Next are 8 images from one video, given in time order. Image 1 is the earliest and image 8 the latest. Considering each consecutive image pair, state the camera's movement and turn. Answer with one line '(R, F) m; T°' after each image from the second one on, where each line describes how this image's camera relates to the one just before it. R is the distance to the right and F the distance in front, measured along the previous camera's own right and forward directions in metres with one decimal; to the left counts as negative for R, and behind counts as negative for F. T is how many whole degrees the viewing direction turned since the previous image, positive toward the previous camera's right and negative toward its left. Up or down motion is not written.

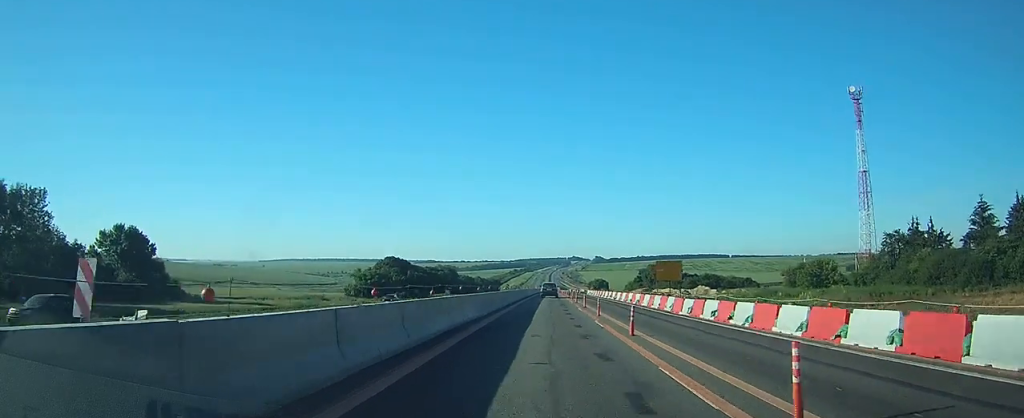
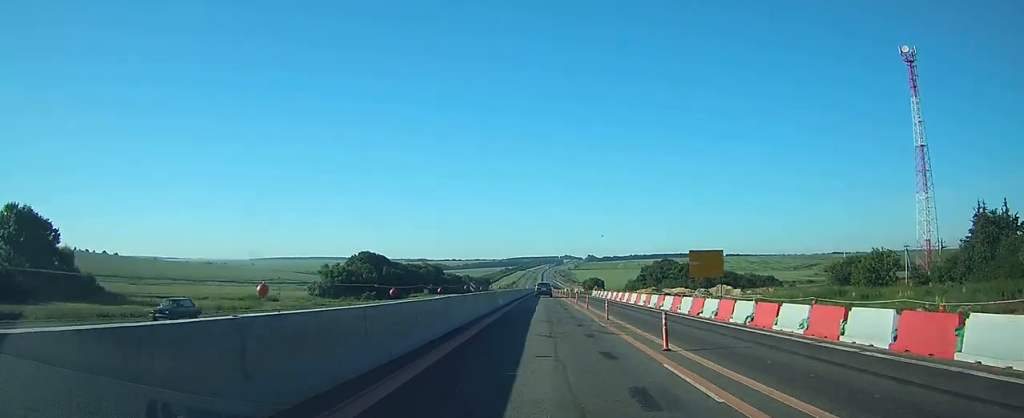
(+0.2, +23.3) m; +1°
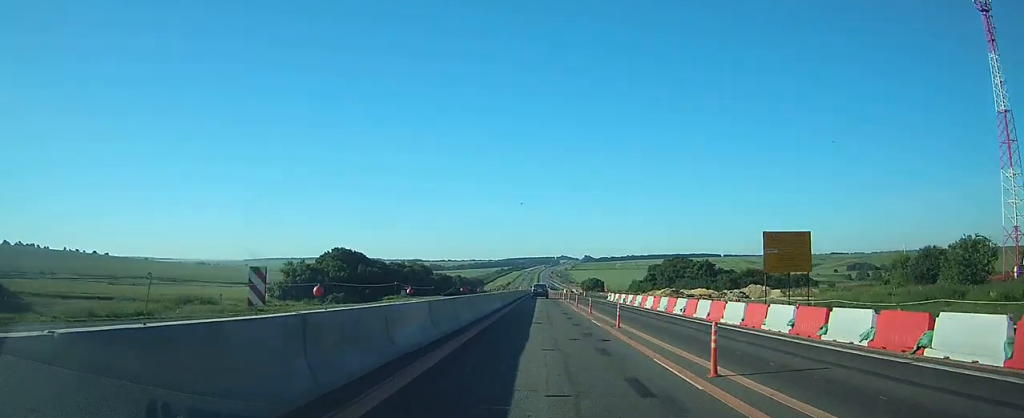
(+0.2, +22.8) m; +1°
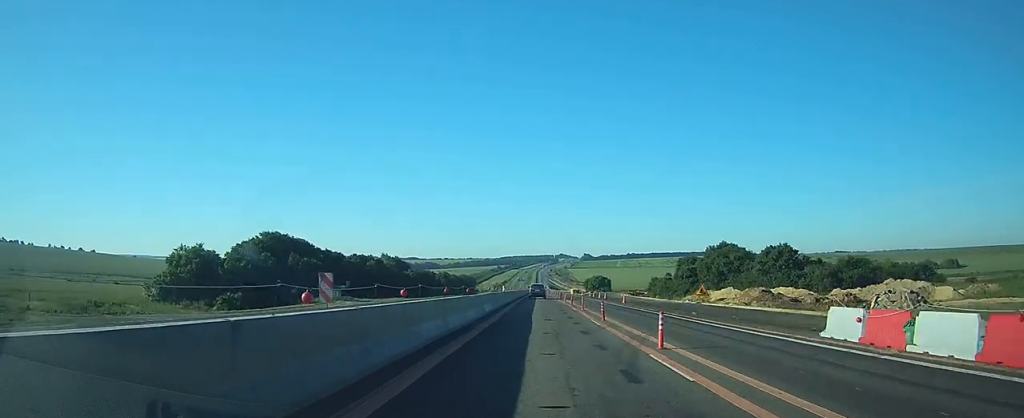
(+0.2, +46.6) m; 0°
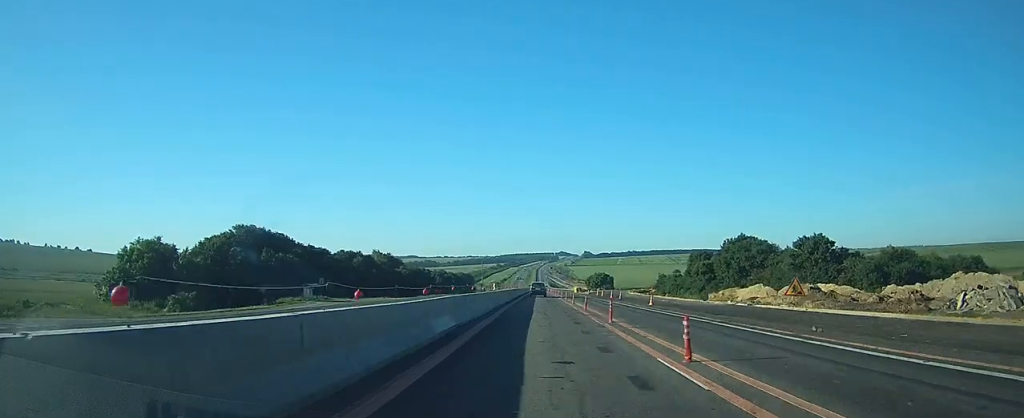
(0.0, +12.6) m; 0°
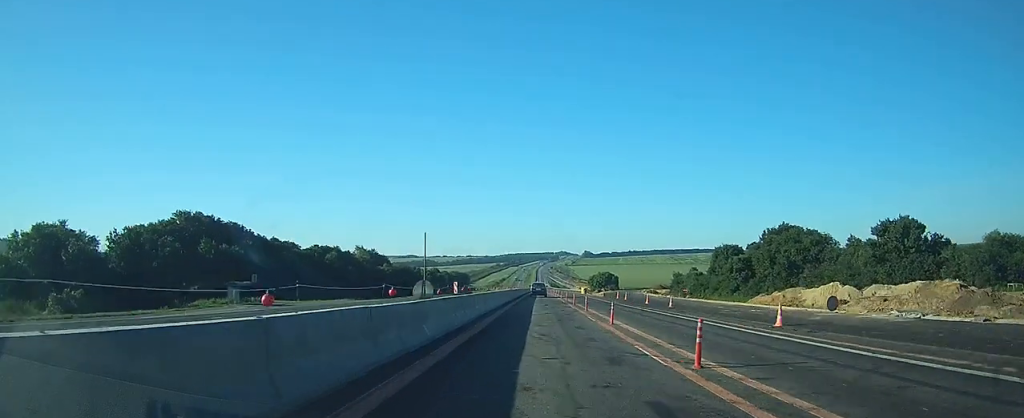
(0.0, +21.5) m; 0°
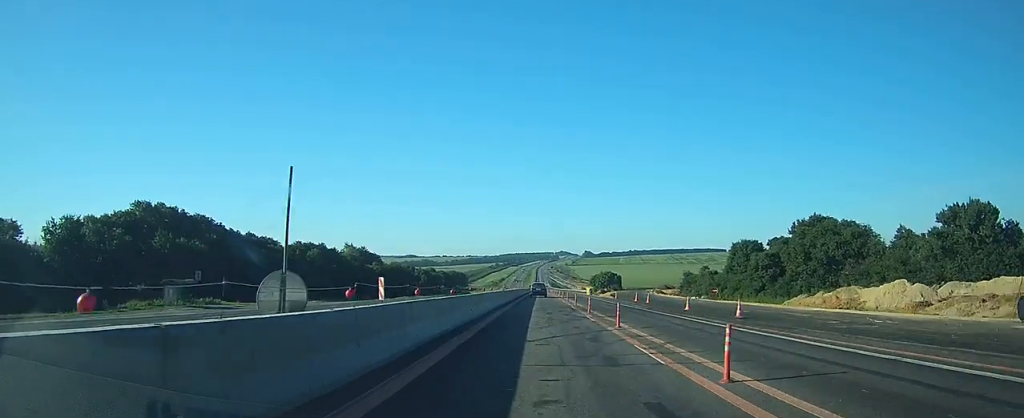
(0.0, +11.9) m; 0°
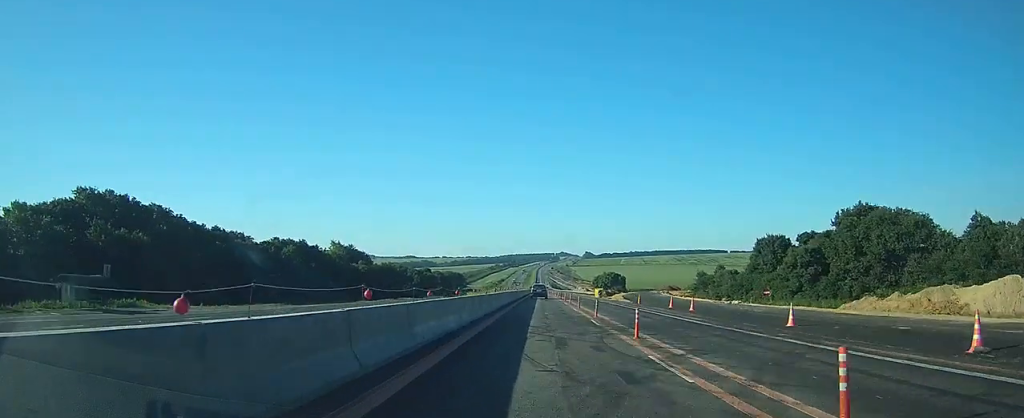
(-0.1, +13.4) m; 0°
